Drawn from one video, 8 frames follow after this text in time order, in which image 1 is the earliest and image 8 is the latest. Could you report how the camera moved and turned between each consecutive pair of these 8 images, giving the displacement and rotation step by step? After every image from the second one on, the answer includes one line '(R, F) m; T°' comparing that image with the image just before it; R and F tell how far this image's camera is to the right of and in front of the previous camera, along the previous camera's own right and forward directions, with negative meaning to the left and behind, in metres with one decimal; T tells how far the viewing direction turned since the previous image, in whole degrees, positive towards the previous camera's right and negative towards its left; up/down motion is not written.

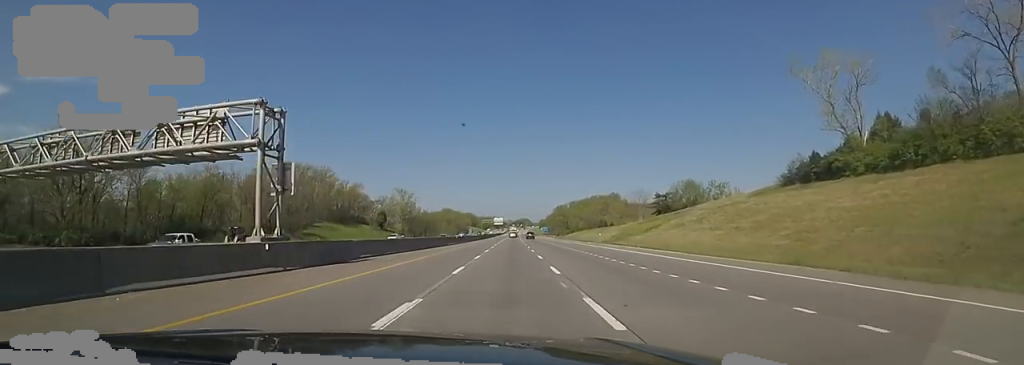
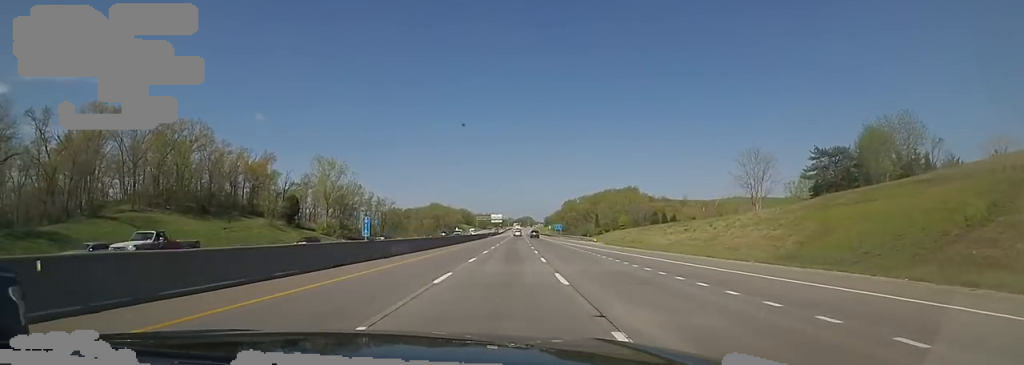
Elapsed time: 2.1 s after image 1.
(+0.7, +72.2) m; +3°
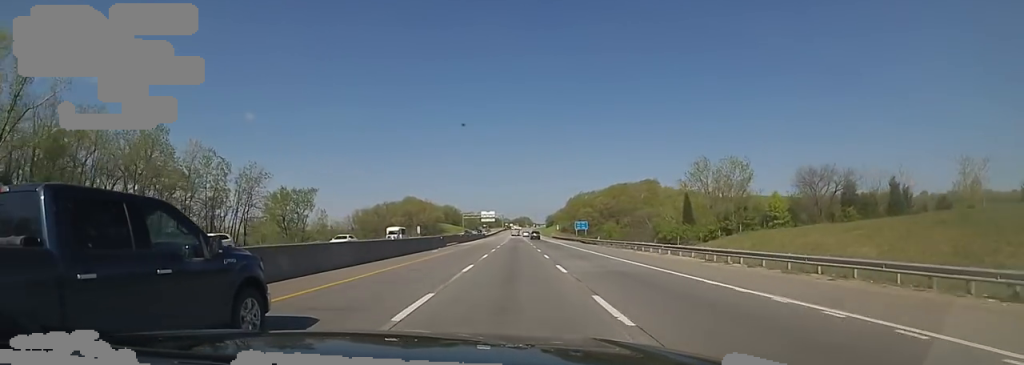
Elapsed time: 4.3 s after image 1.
(+0.1, +74.1) m; 0°
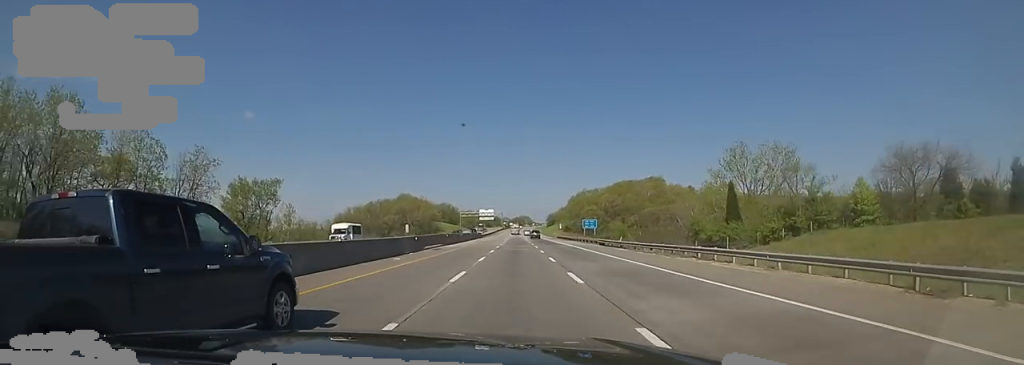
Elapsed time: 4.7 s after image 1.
(0.0, +13.4) m; 0°
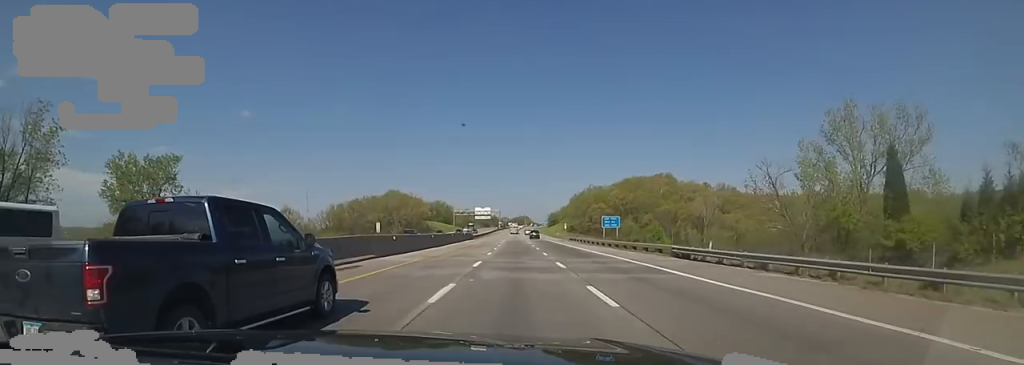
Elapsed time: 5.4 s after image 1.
(0.0, +23.5) m; 0°
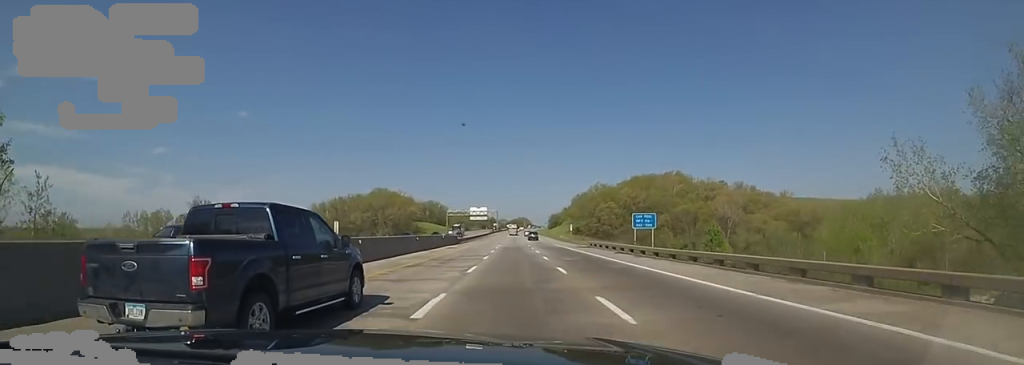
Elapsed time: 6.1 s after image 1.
(0.0, +21.2) m; 0°
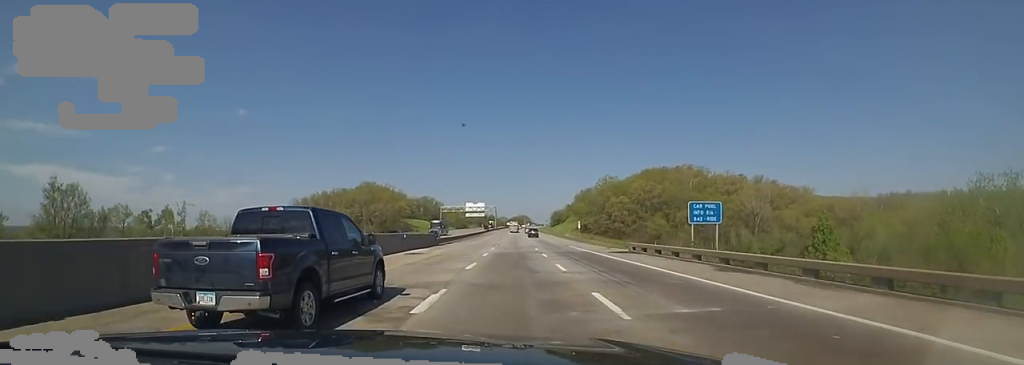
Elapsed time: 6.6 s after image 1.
(0.0, +19.0) m; 0°
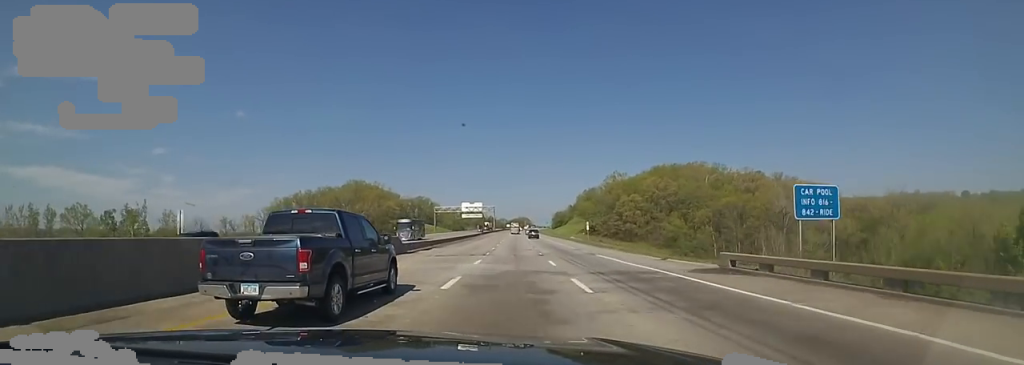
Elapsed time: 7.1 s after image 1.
(0.0, +15.7) m; 0°
